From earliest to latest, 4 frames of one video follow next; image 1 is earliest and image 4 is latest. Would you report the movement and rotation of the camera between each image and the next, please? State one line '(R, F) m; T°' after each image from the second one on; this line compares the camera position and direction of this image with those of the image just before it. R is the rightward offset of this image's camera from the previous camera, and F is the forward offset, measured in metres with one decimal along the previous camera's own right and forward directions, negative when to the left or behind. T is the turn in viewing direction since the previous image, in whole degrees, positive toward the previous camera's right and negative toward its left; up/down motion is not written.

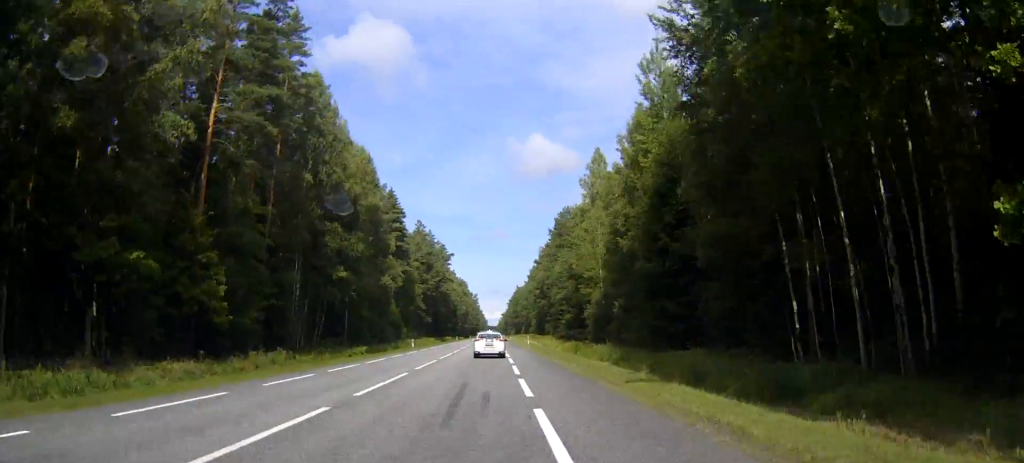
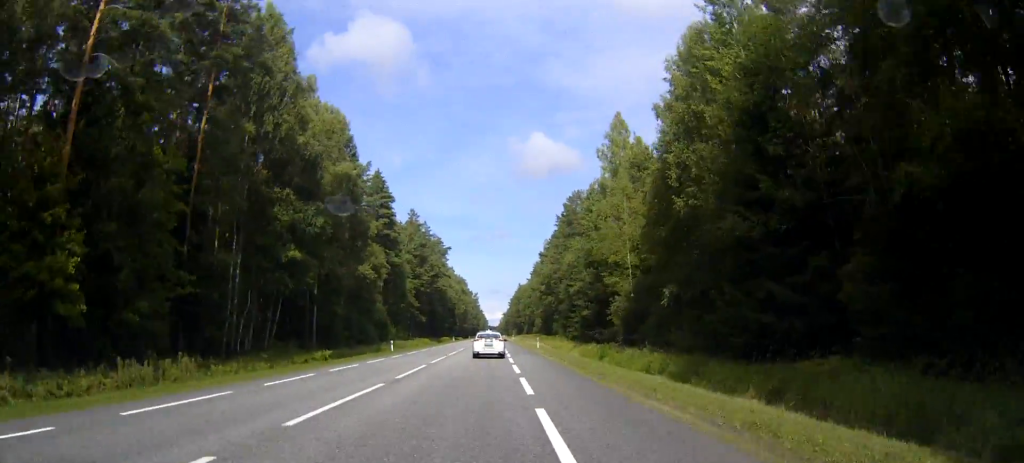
(+0.2, +17.7) m; 0°
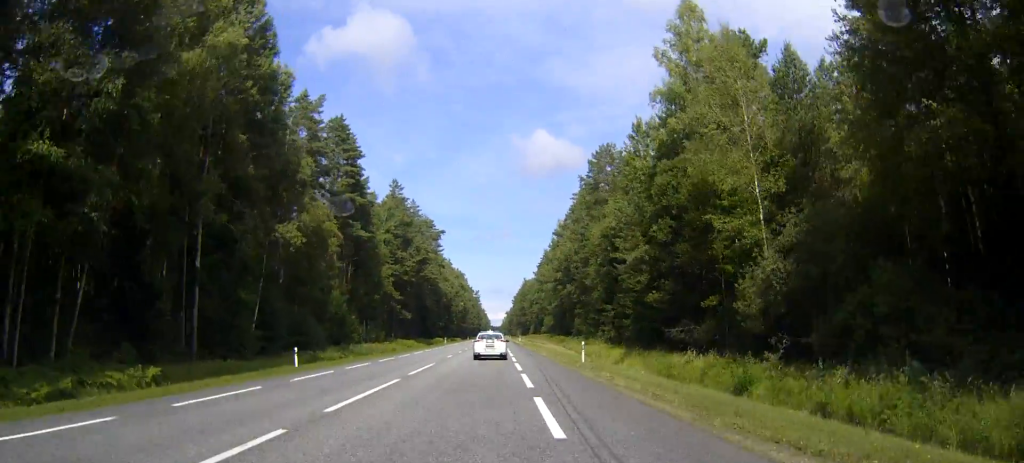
(-0.7, +32.1) m; -2°
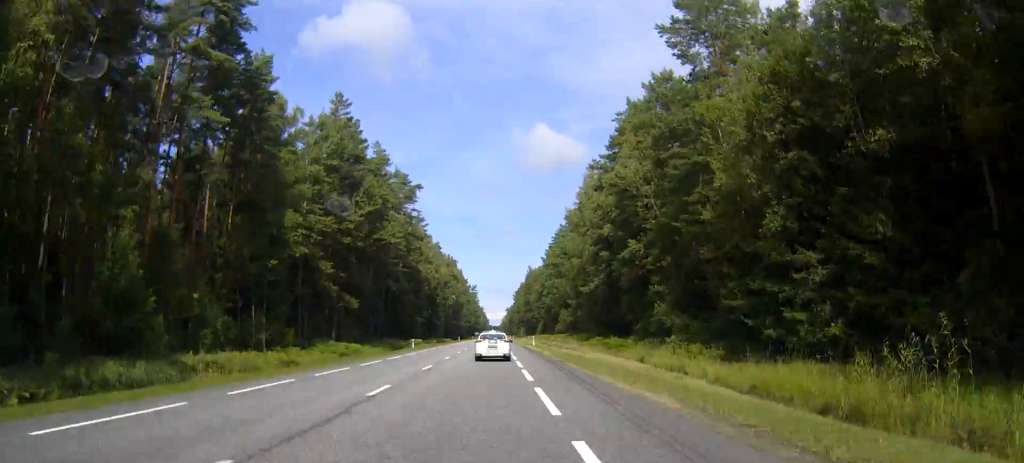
(-0.3, +44.4) m; 0°
